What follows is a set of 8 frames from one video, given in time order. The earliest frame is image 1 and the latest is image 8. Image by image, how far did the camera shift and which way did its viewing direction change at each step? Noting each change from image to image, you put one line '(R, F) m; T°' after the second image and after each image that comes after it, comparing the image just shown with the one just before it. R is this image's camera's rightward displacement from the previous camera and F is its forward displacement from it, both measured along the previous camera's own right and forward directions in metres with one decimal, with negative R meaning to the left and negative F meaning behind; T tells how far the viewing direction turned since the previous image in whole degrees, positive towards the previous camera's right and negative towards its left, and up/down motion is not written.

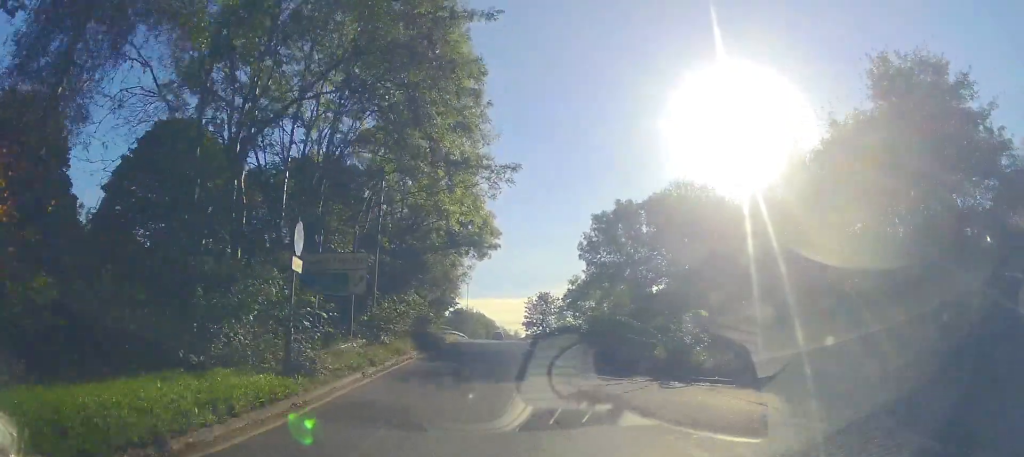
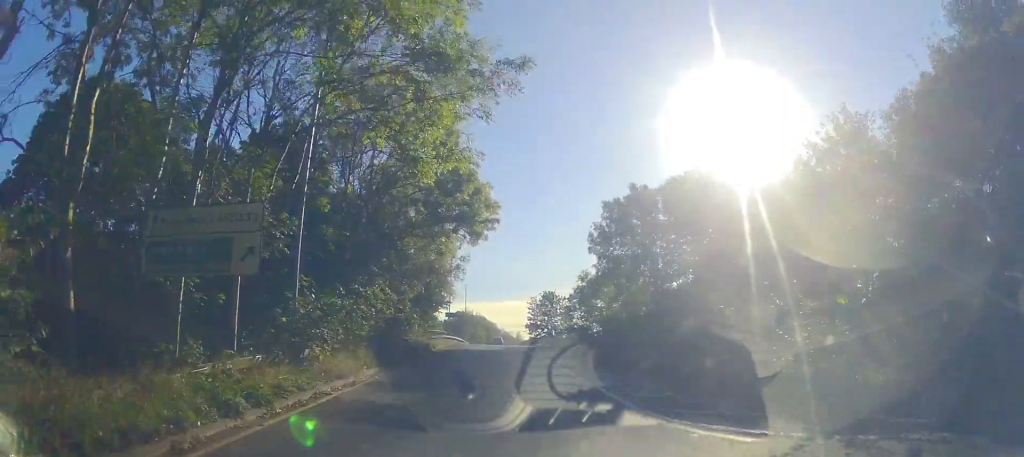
(-0.2, +7.5) m; -1°
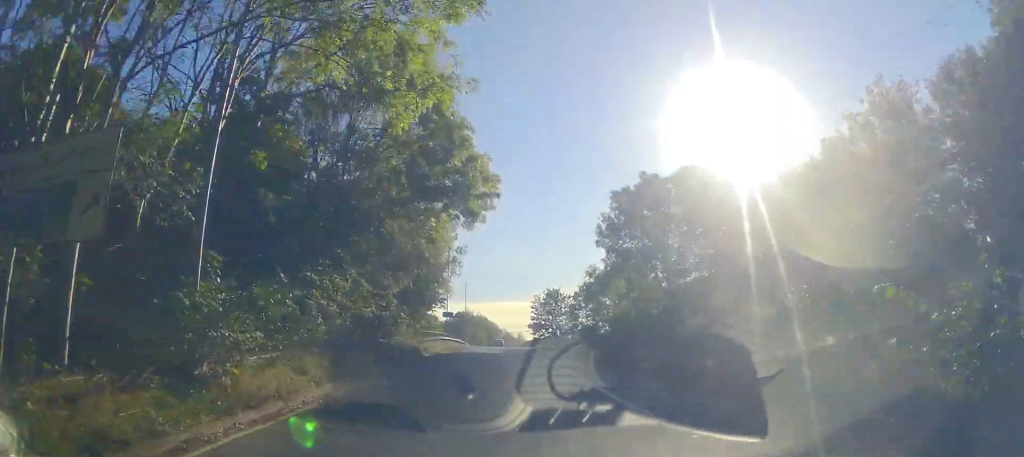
(-0.3, +4.1) m; -1°
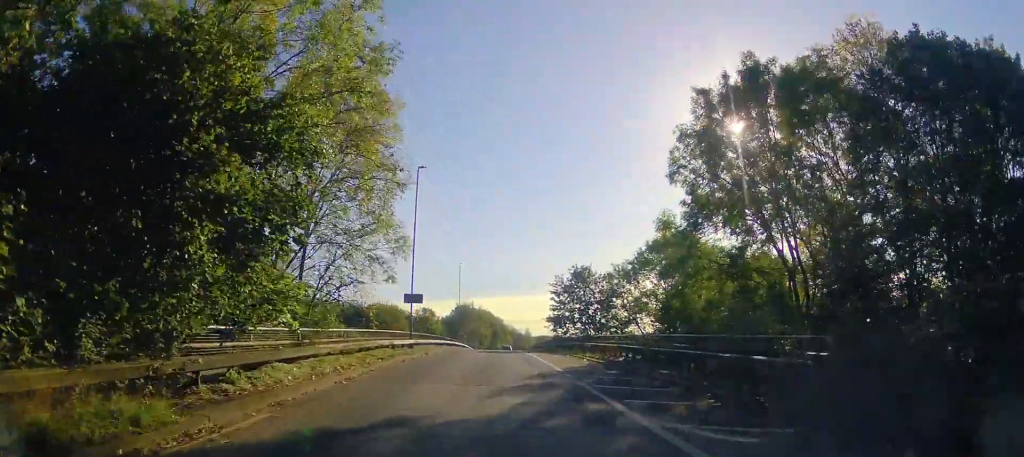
(-0.4, +23.3) m; -1°
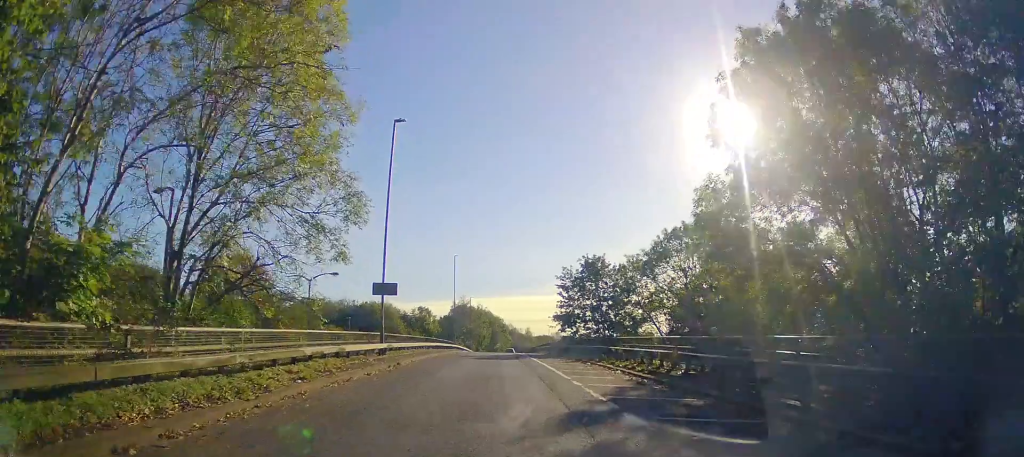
(+0.3, +7.2) m; +2°
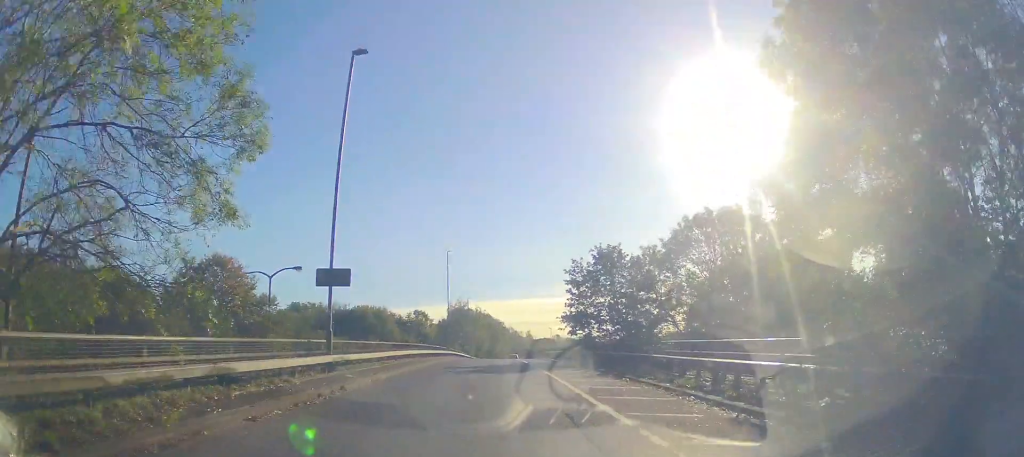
(+0.1, +6.9) m; +1°
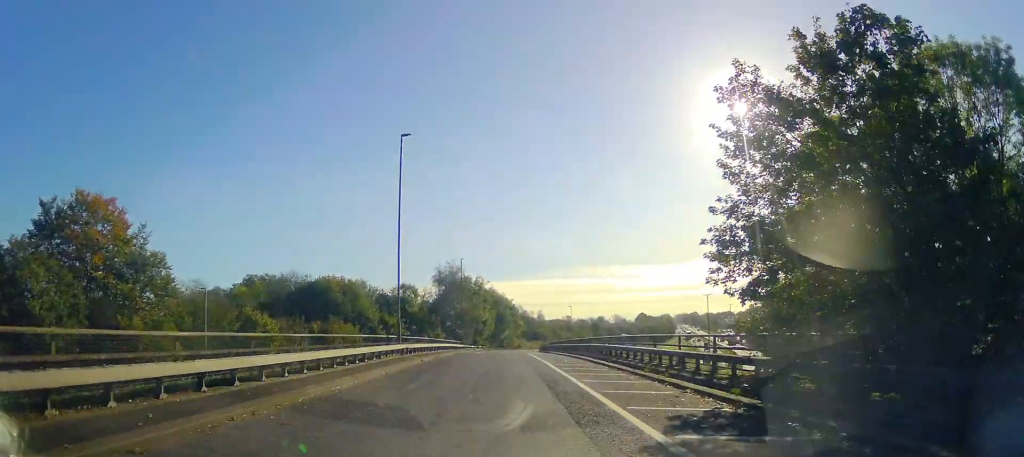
(+0.2, +29.4) m; +2°
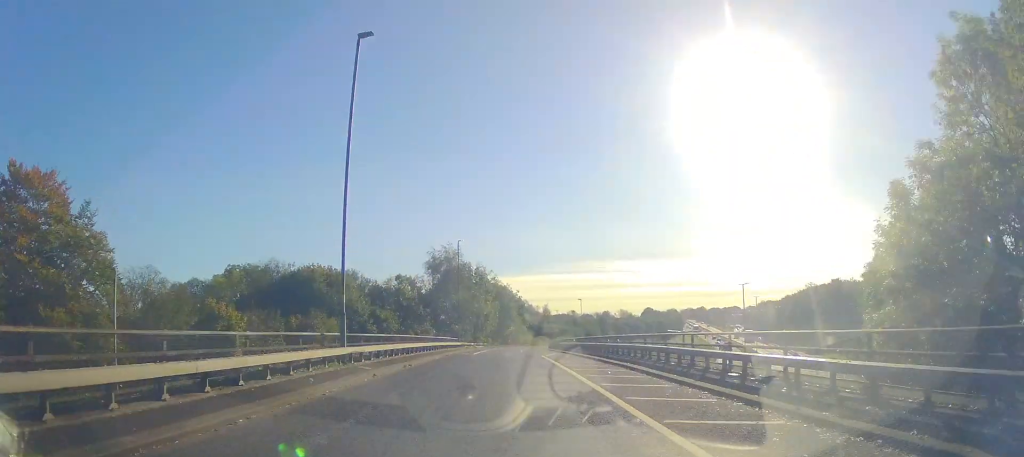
(+0.1, +9.6) m; 0°
